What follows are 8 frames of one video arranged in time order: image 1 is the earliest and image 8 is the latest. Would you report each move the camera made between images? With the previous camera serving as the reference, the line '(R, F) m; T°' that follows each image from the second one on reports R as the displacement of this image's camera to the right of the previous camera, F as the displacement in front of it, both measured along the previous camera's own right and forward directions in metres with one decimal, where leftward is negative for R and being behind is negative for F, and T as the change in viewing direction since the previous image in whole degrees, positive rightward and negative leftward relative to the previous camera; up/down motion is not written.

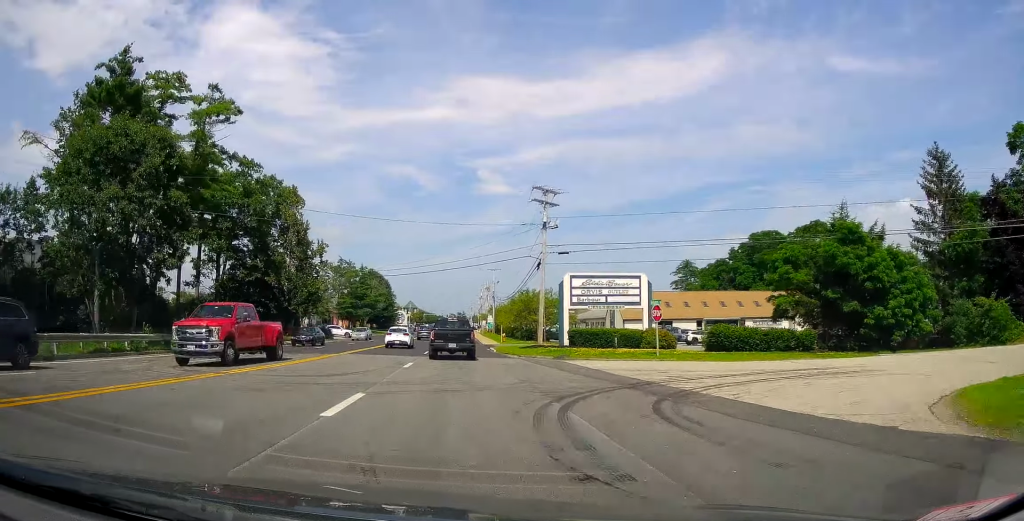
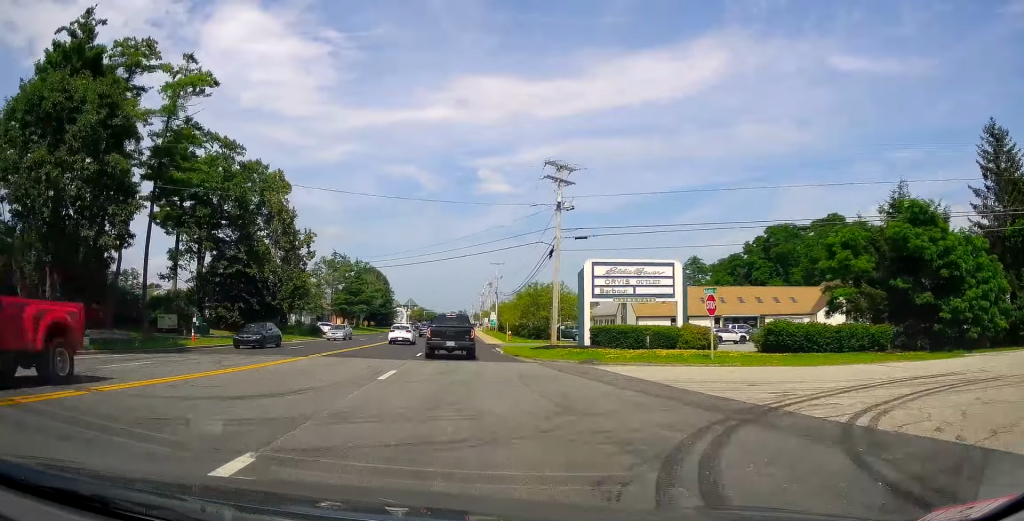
(0.0, +6.4) m; +1°
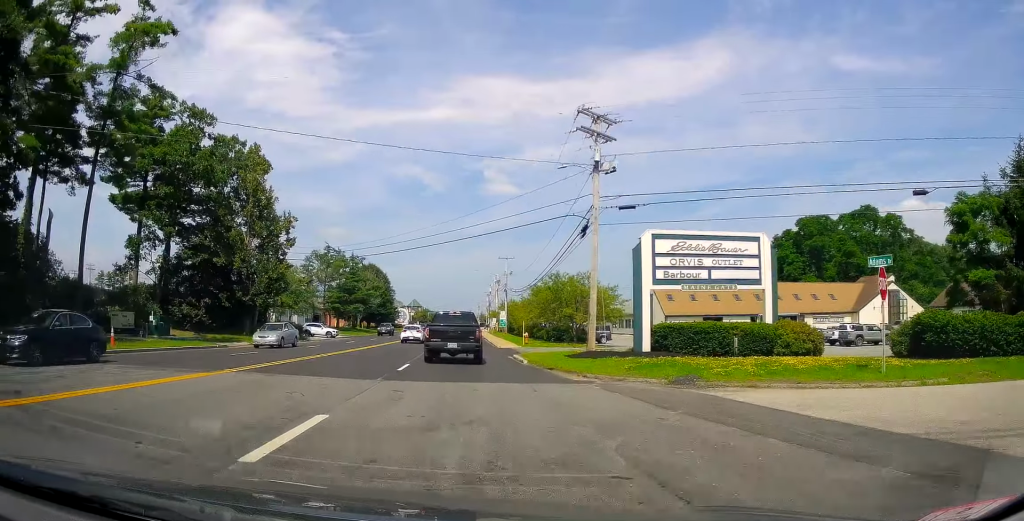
(0.0, +10.7) m; +1°
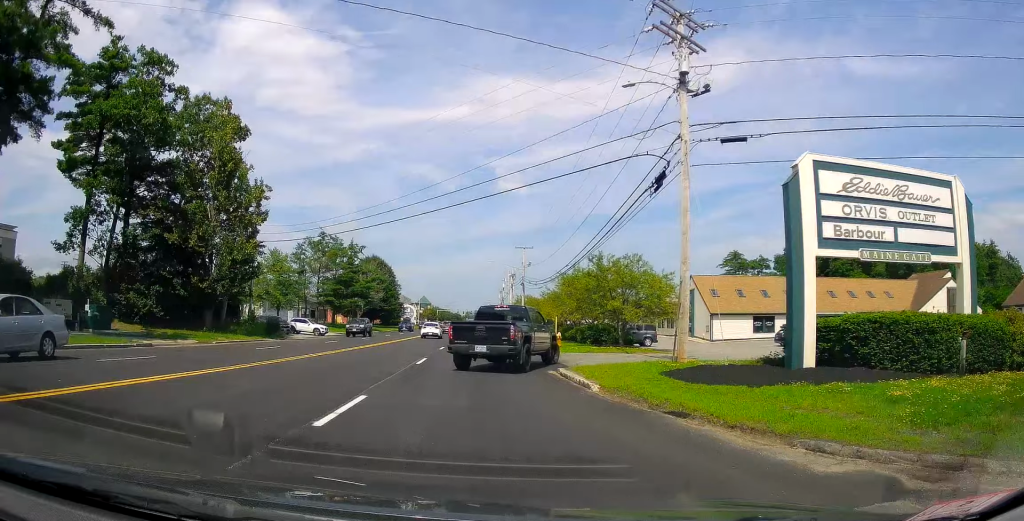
(+0.4, +12.2) m; -1°
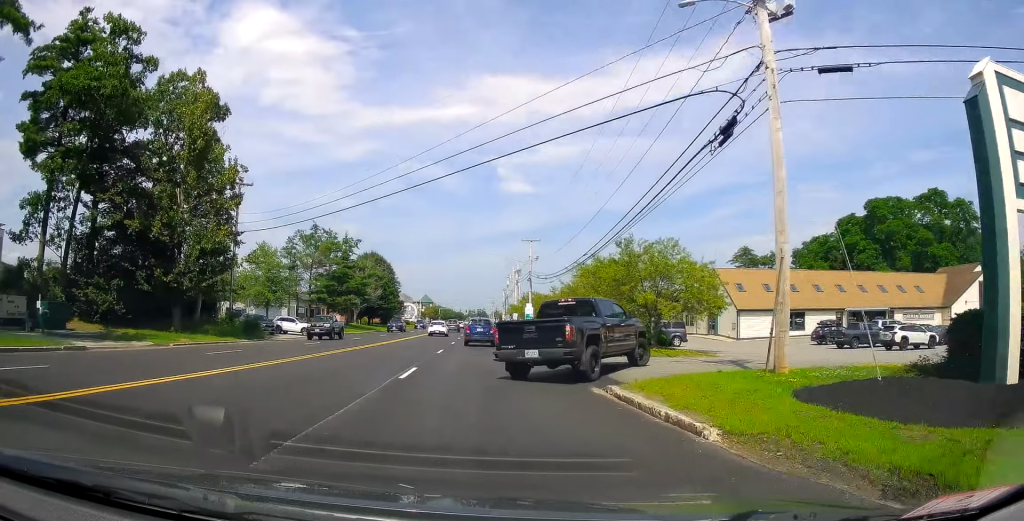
(-0.3, +5.8) m; -2°
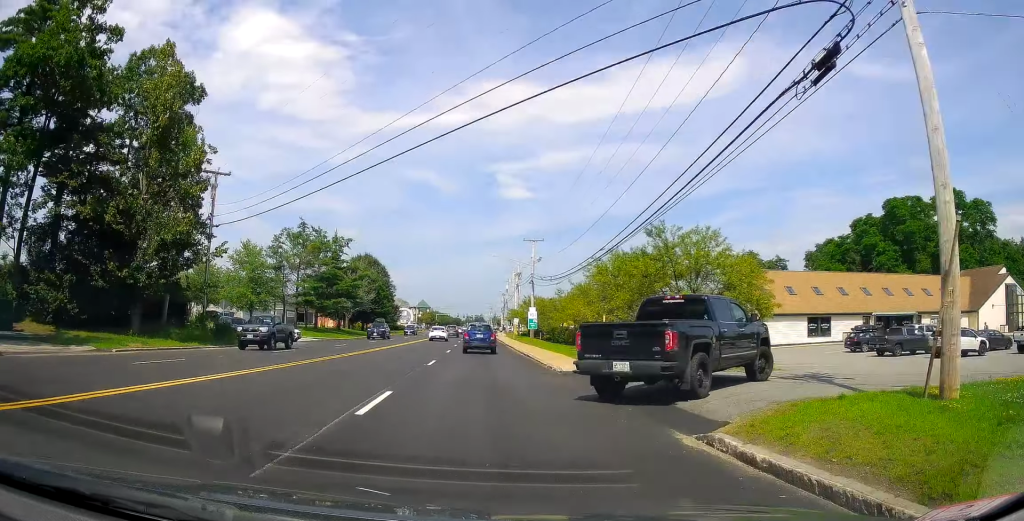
(-0.1, +5.0) m; -1°
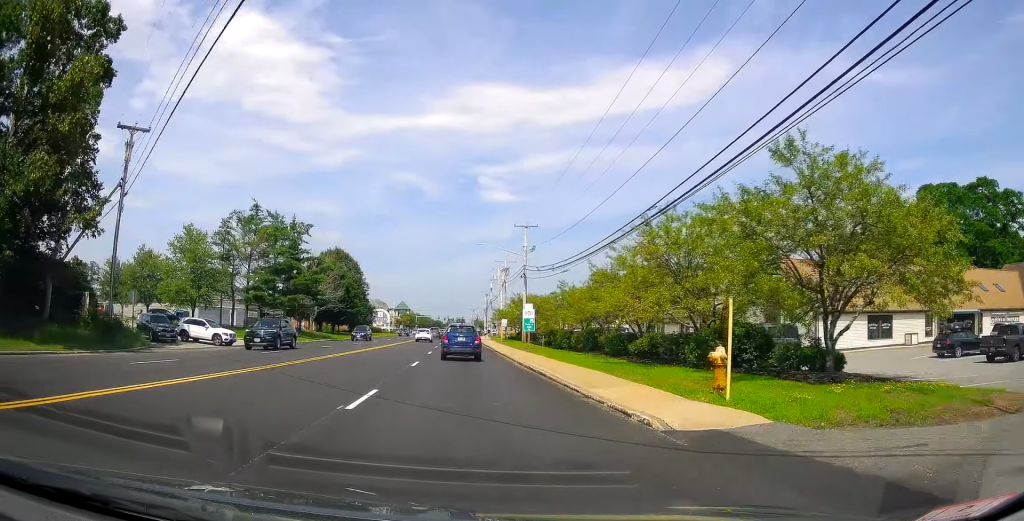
(+0.2, +11.6) m; +2°
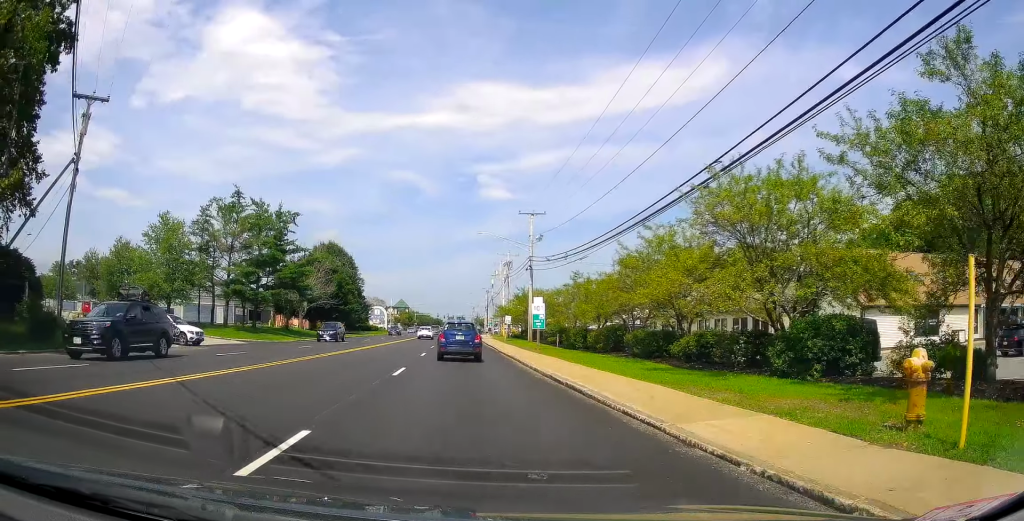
(+0.3, +6.1) m; -1°
